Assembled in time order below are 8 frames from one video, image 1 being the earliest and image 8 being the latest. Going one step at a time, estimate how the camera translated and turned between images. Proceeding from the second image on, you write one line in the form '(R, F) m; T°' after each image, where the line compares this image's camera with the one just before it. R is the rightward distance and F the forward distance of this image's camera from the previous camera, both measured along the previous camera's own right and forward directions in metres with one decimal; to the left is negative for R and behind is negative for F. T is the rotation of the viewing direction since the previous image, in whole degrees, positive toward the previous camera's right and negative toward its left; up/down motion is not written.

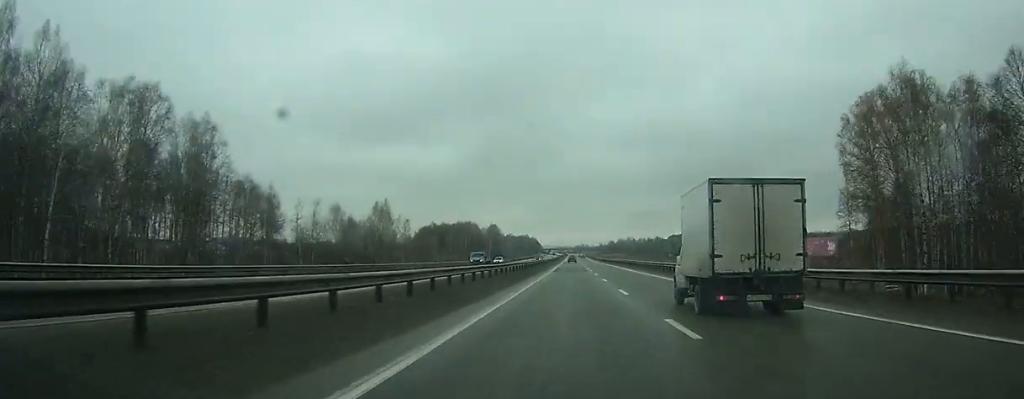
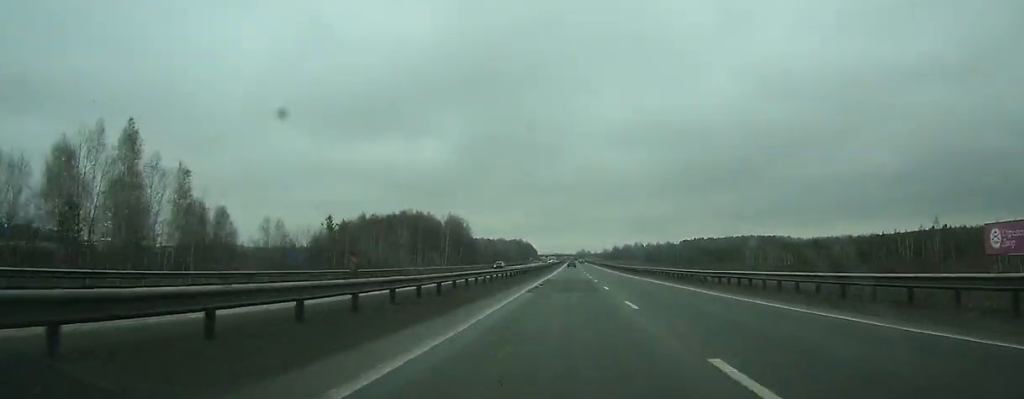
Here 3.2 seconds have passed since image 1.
(0.0, +86.7) m; 0°
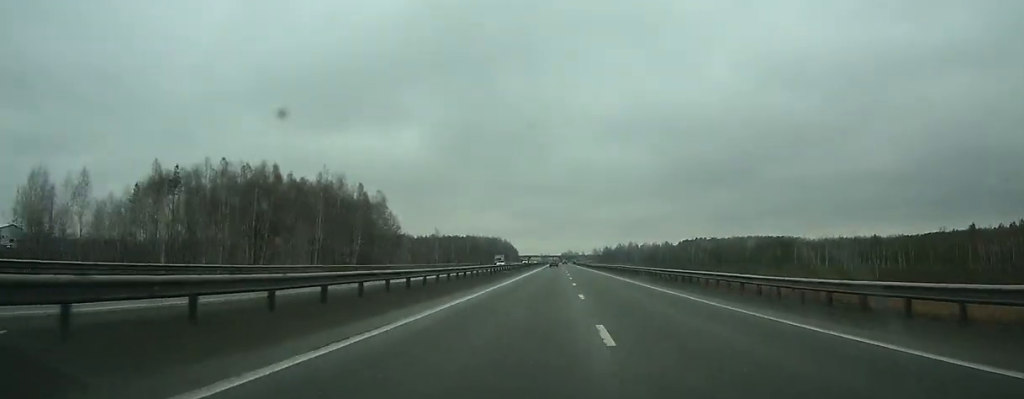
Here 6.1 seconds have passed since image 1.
(+0.4, +82.9) m; +1°
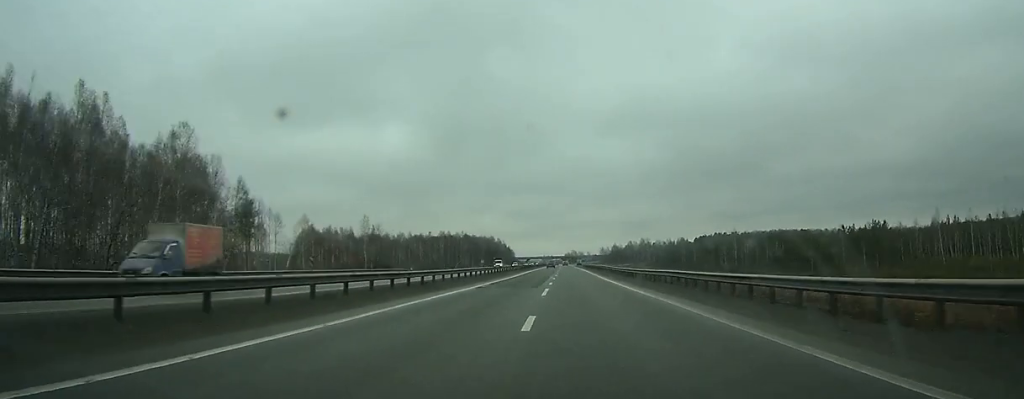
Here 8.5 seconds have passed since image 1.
(+0.3, +68.6) m; 0°
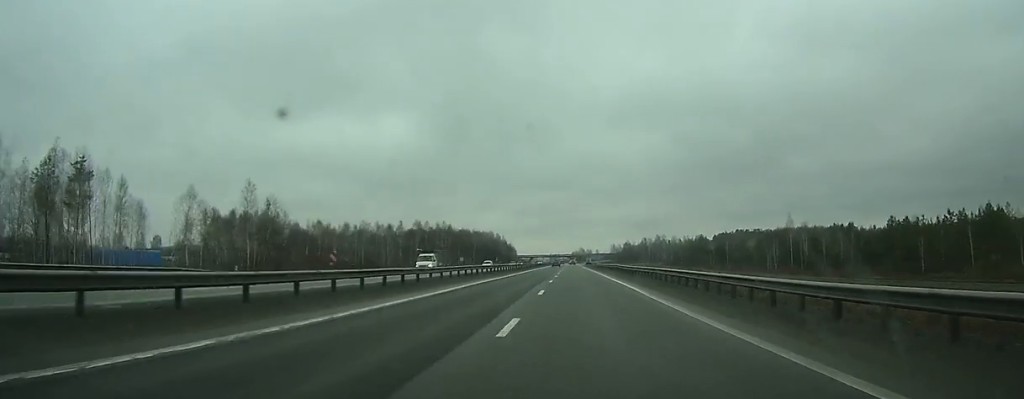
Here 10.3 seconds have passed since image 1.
(-0.1, +46.4) m; 0°
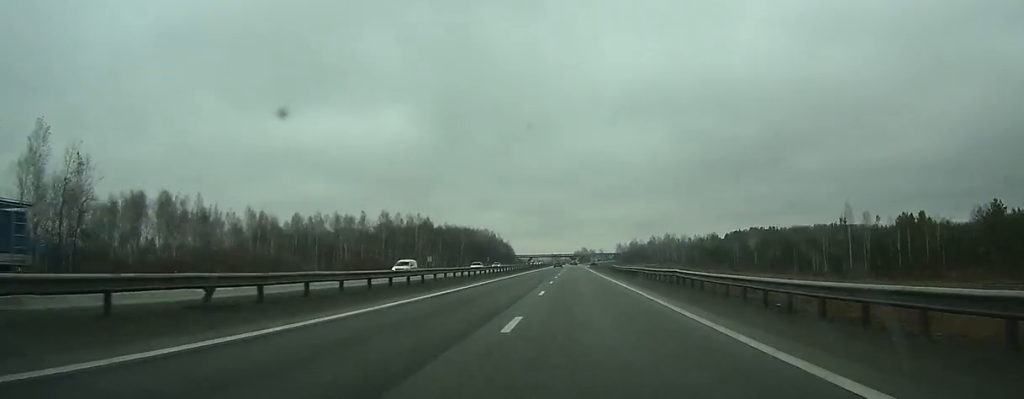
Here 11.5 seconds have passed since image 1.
(0.0, +33.6) m; 0°
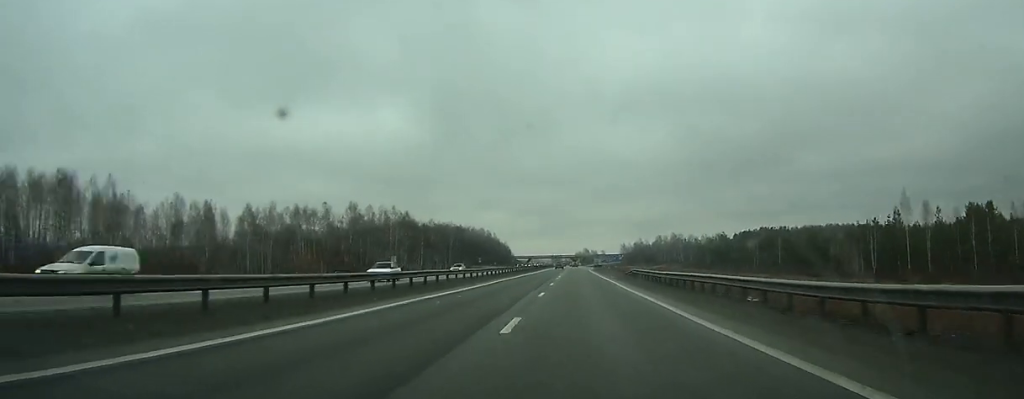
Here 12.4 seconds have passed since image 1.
(0.0, +23.5) m; 0°
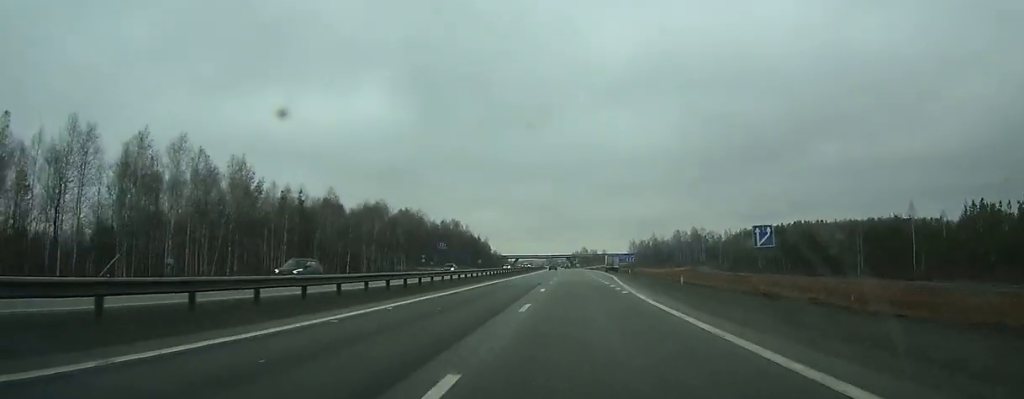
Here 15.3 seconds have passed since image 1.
(0.0, +82.8) m; 0°
